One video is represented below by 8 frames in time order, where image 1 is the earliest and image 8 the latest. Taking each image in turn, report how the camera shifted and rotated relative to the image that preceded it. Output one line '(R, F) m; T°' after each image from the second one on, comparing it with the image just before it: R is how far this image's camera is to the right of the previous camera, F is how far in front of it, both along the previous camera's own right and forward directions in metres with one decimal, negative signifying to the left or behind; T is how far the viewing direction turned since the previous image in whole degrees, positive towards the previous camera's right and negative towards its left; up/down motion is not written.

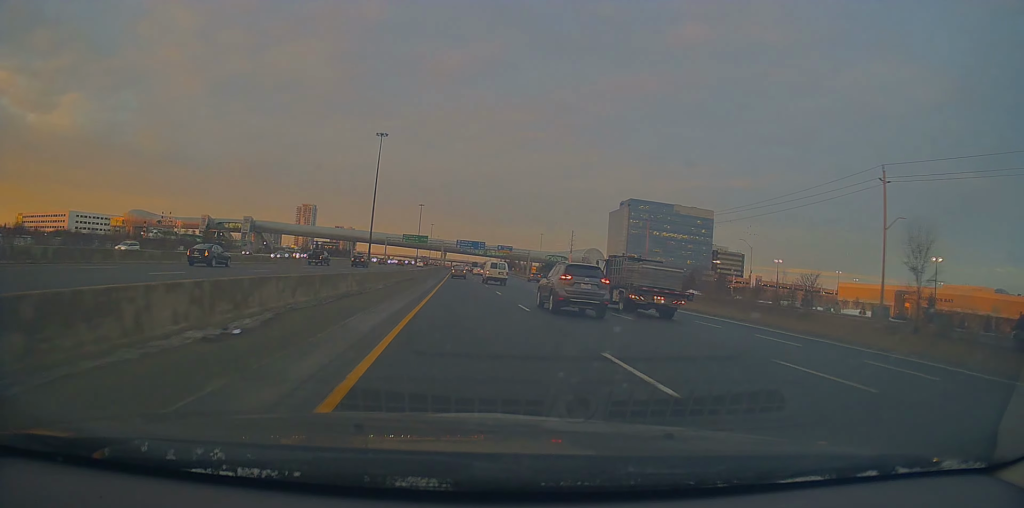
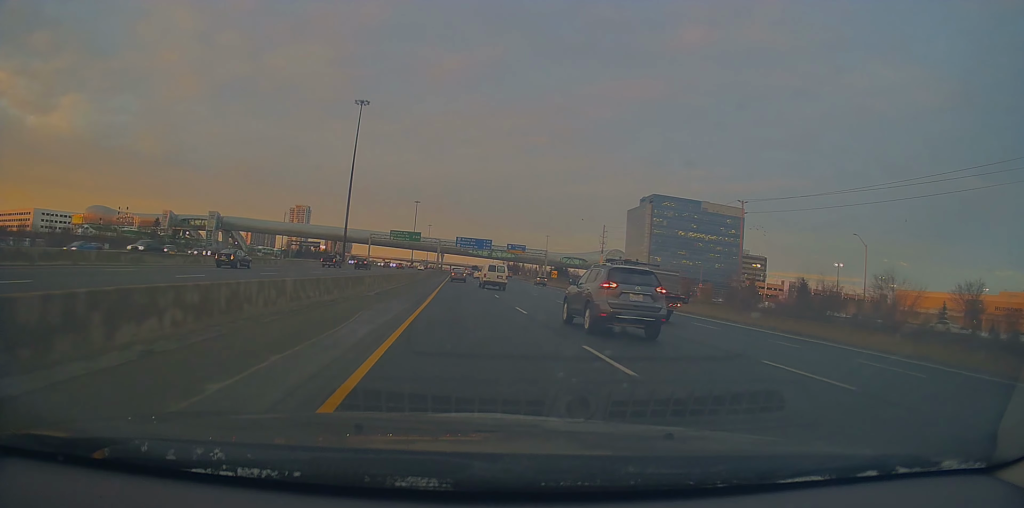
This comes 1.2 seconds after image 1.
(+0.1, +35.1) m; +1°
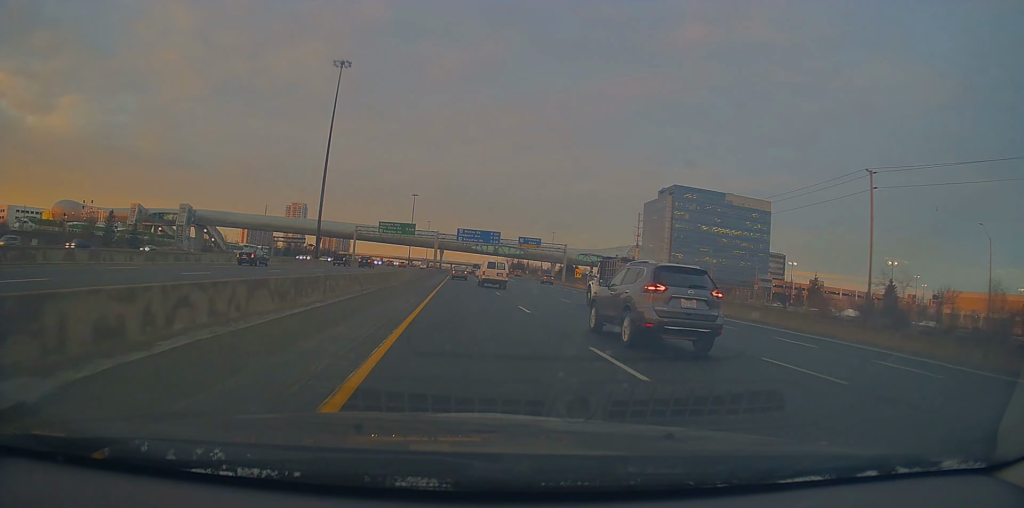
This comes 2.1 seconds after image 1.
(+0.2, +24.3) m; +1°
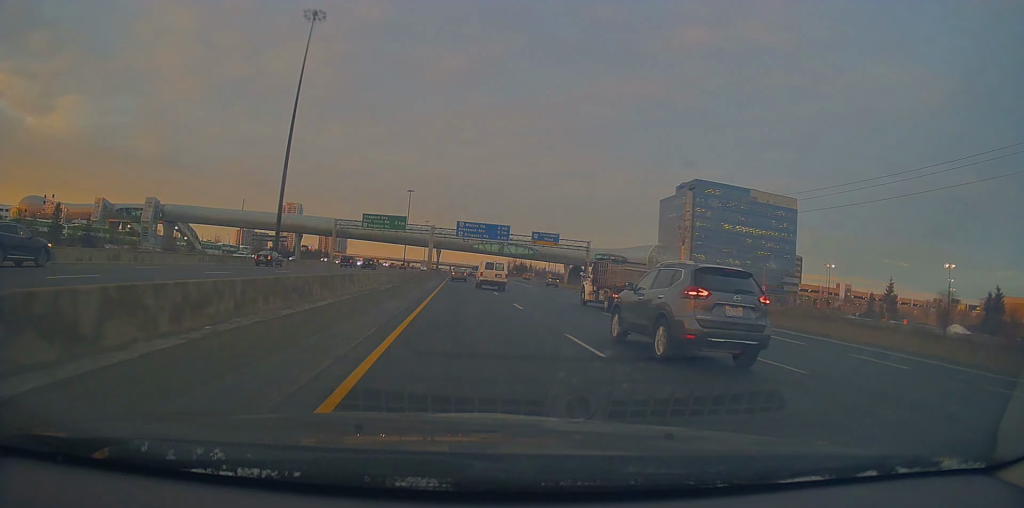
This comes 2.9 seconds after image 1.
(0.0, +22.2) m; 0°
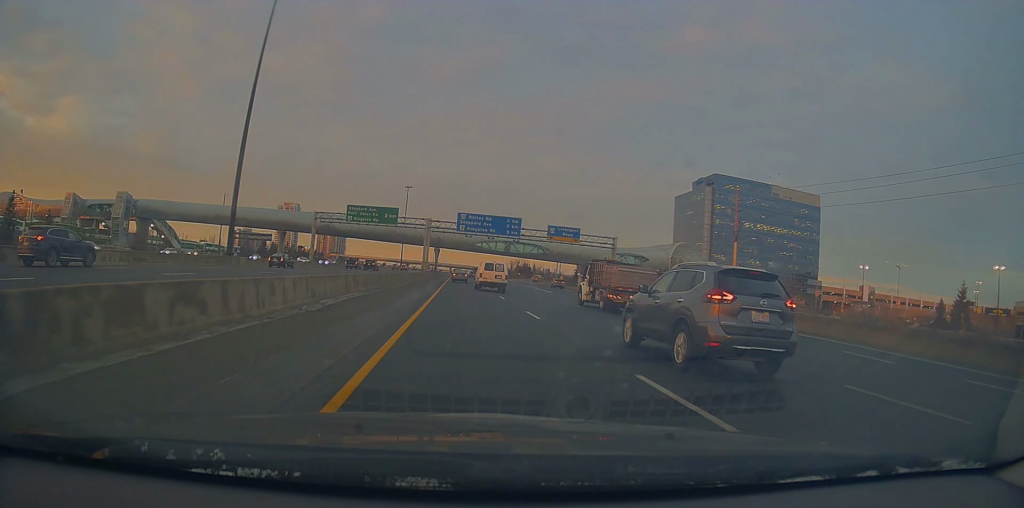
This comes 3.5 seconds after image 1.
(0.0, +16.3) m; 0°
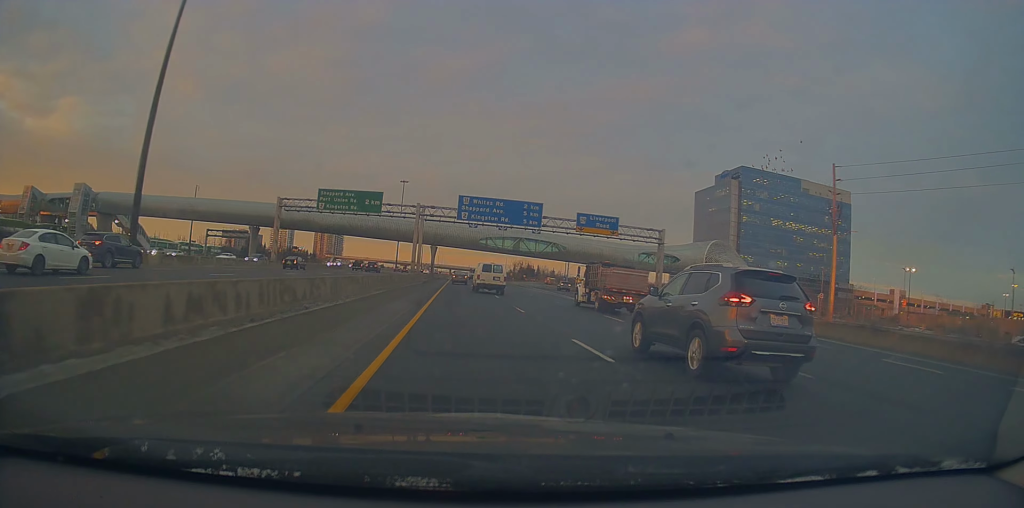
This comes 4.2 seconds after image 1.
(0.0, +19.8) m; 0°
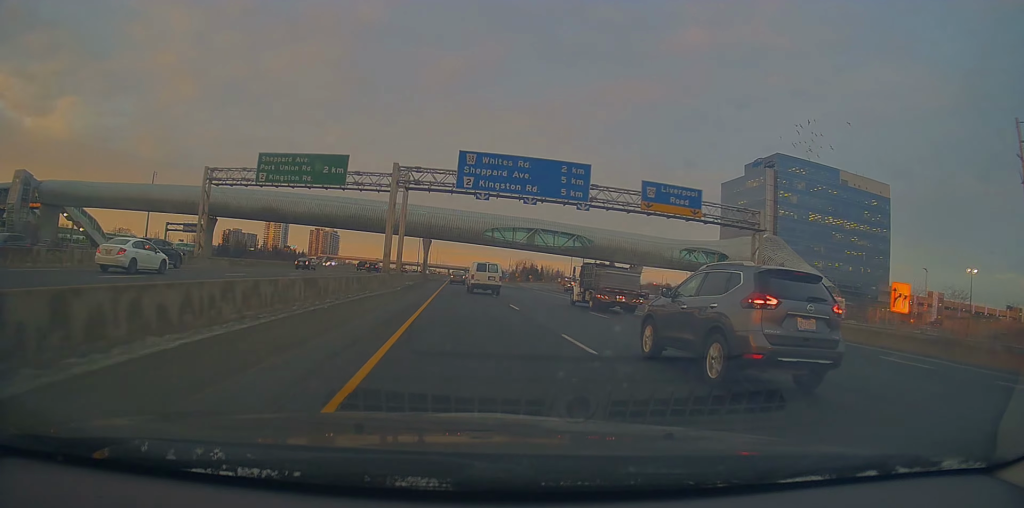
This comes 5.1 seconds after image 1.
(0.0, +22.3) m; 0°
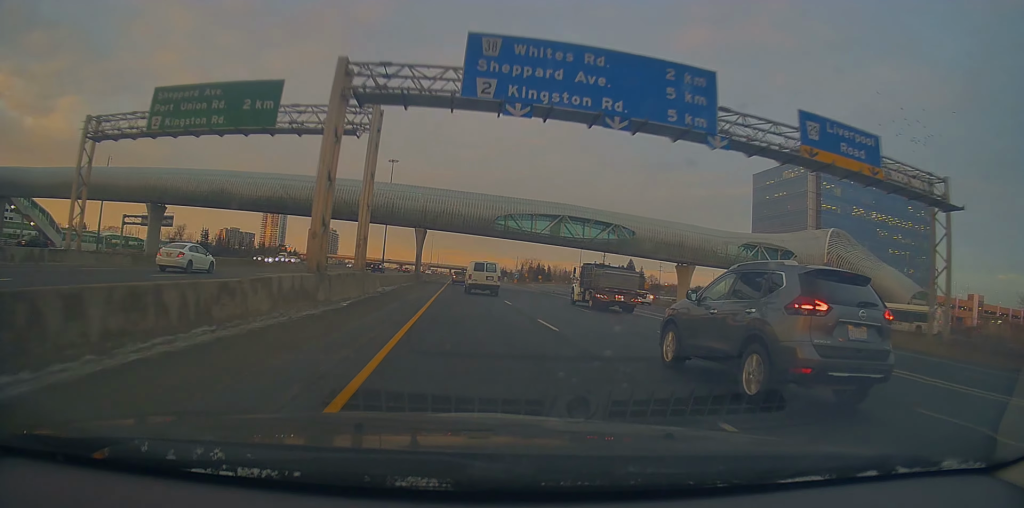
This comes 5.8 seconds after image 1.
(+0.1, +19.7) m; 0°
